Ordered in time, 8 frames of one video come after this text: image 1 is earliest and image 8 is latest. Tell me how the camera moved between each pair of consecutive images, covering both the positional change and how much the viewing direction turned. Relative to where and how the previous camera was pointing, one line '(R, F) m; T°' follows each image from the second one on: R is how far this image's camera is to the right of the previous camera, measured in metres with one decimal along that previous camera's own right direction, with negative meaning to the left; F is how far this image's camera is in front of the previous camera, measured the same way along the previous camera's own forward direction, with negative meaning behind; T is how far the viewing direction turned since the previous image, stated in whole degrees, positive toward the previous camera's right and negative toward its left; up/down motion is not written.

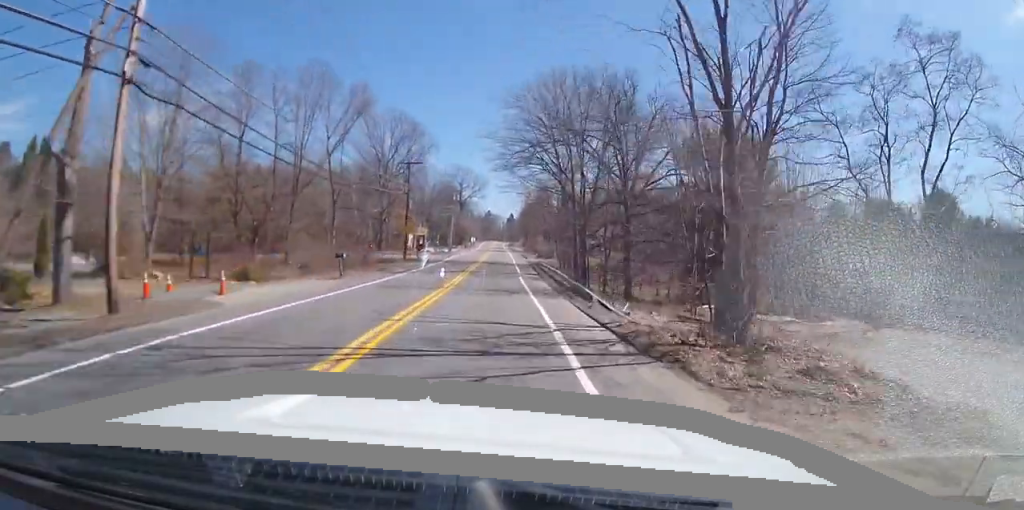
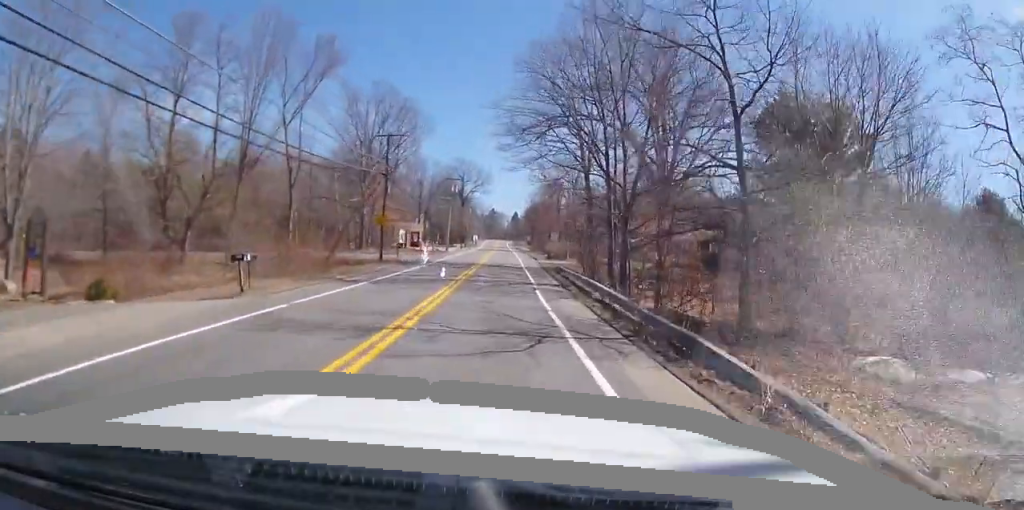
(0.0, +12.2) m; 0°
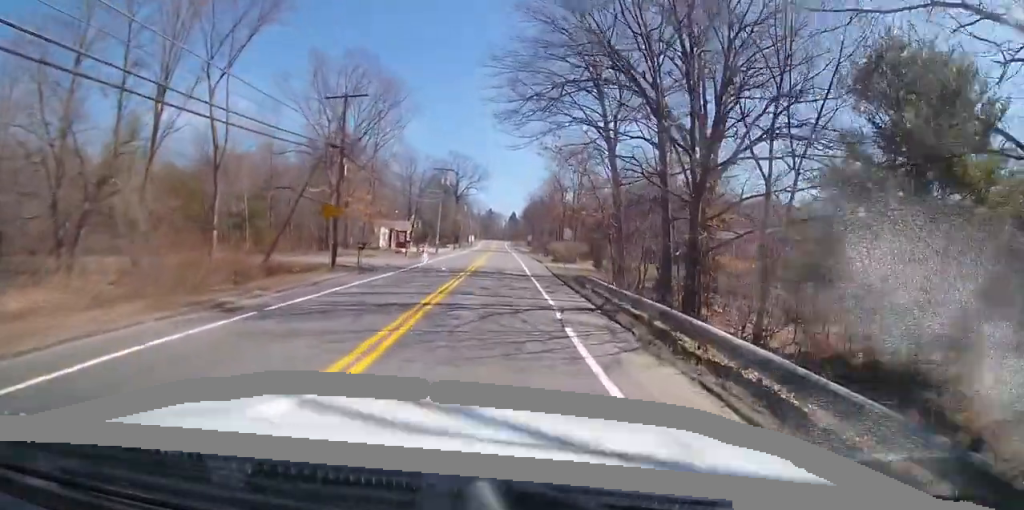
(+0.1, +11.0) m; -1°
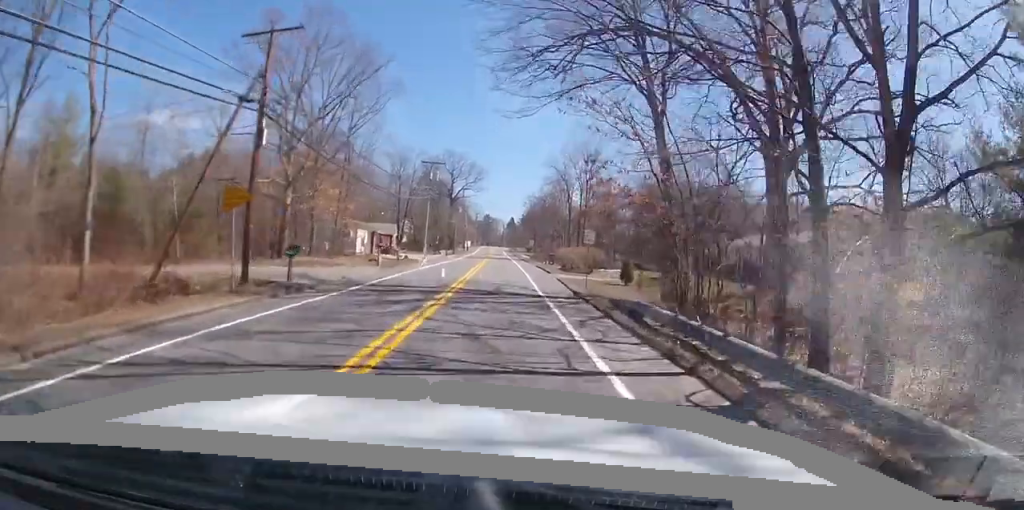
(-0.2, +10.4) m; -1°
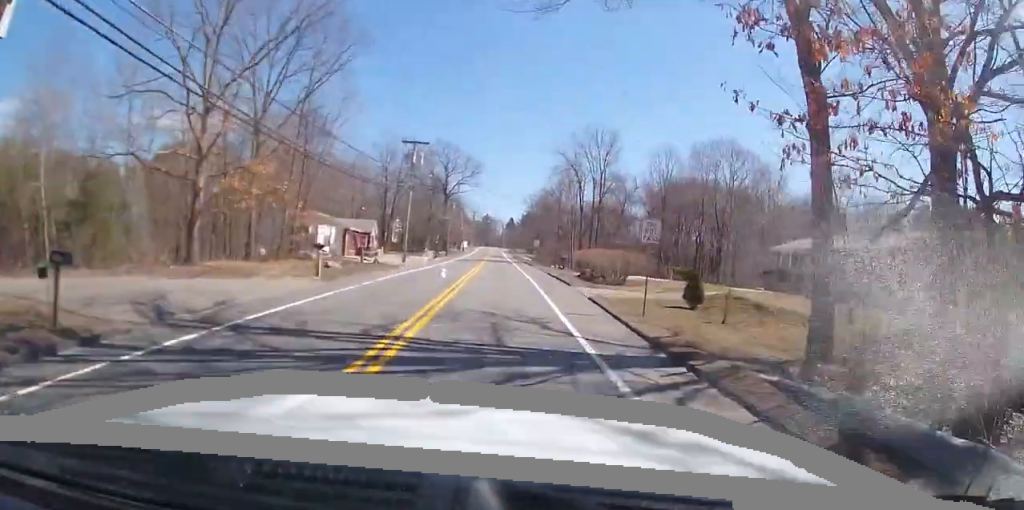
(-0.1, +12.1) m; 0°
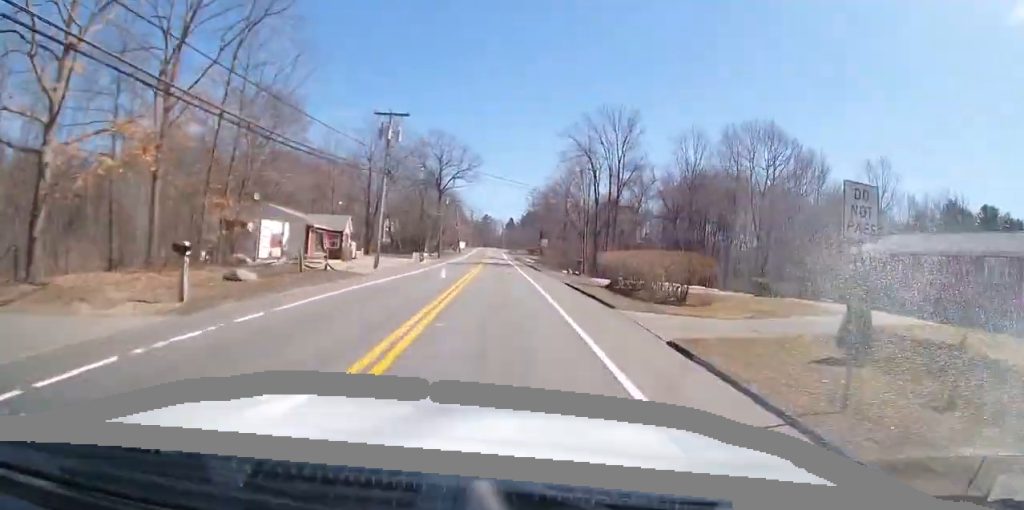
(-0.1, +11.0) m; +1°
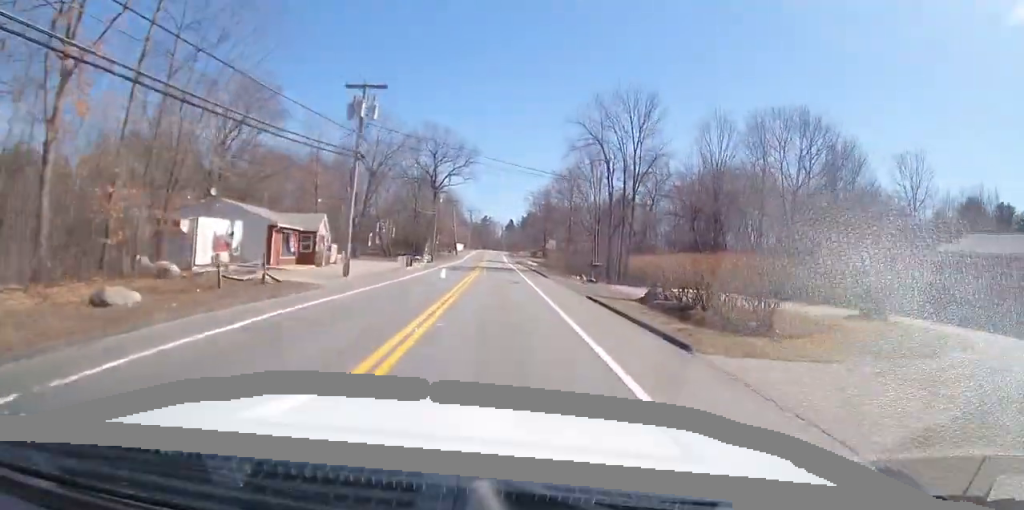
(+0.2, +7.6) m; 0°
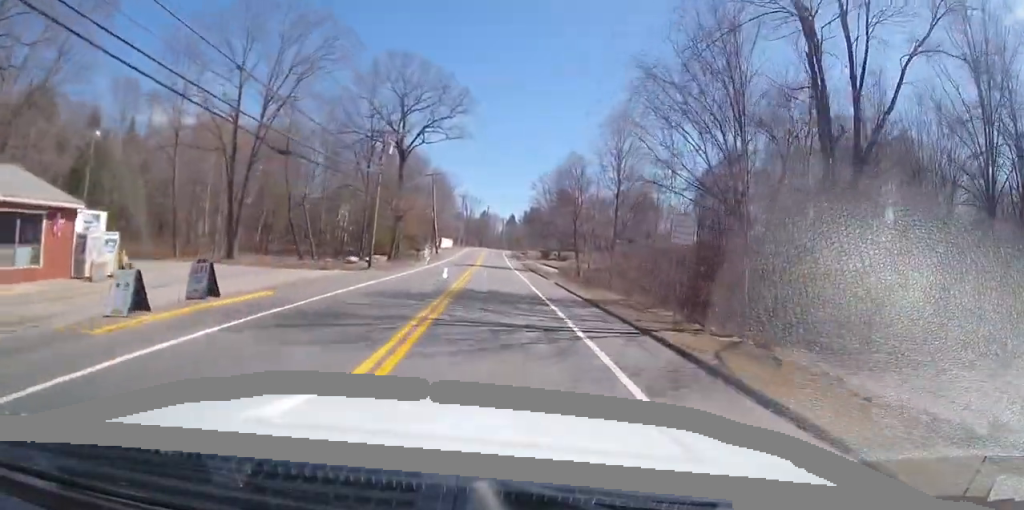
(+0.3, +35.2) m; 0°
